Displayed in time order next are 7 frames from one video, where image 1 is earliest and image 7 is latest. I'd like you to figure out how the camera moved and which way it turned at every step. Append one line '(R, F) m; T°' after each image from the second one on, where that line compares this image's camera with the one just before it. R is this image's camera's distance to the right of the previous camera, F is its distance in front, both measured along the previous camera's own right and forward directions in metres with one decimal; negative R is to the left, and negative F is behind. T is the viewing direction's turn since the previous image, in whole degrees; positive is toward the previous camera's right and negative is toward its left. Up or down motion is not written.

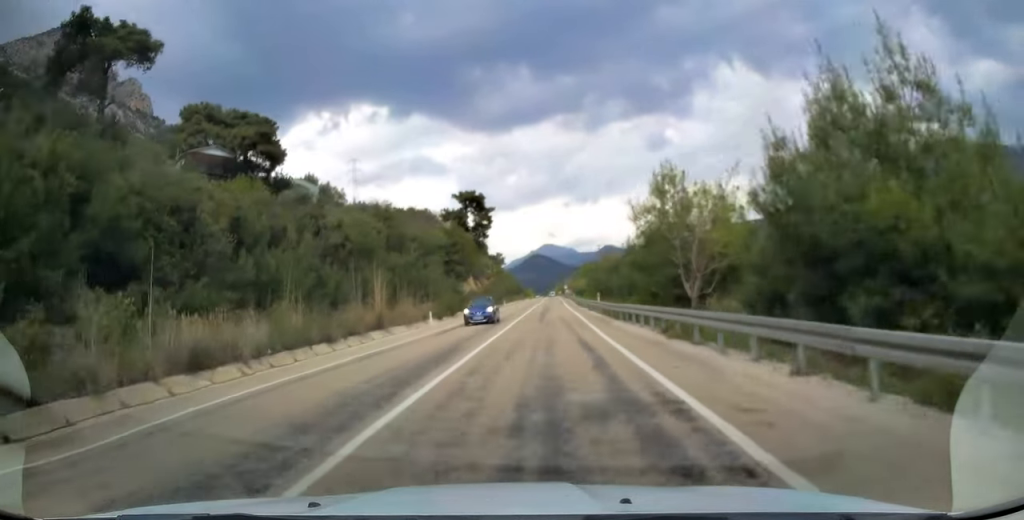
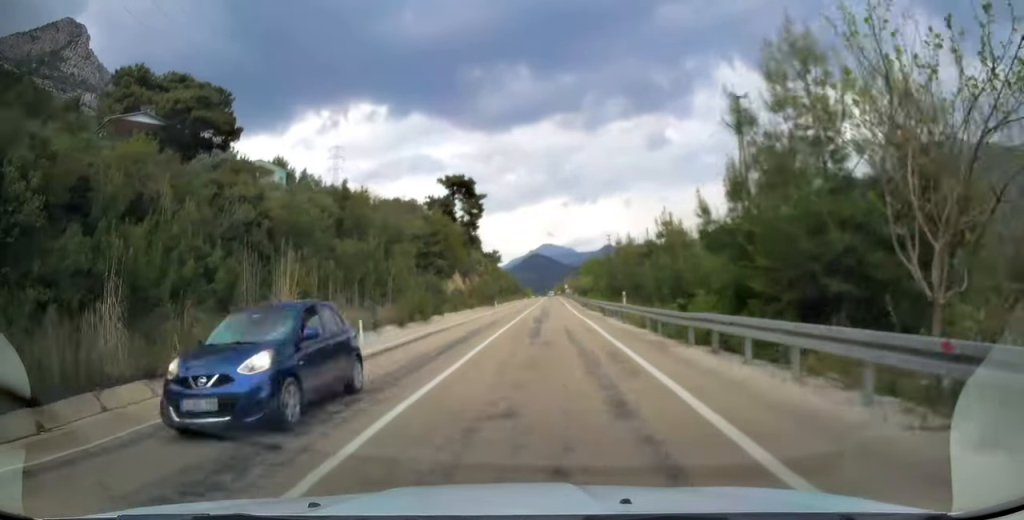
(+0.1, +14.2) m; 0°
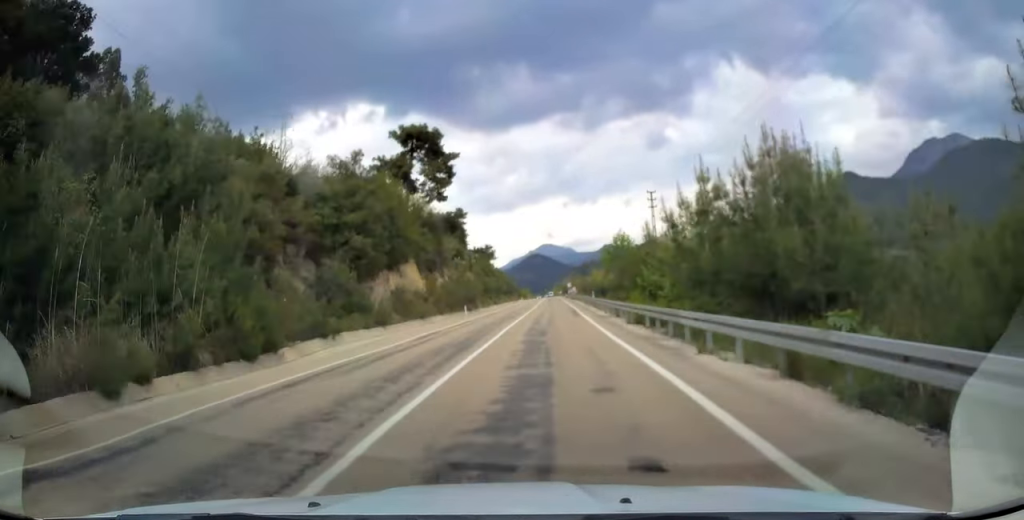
(-0.1, +30.0) m; 0°
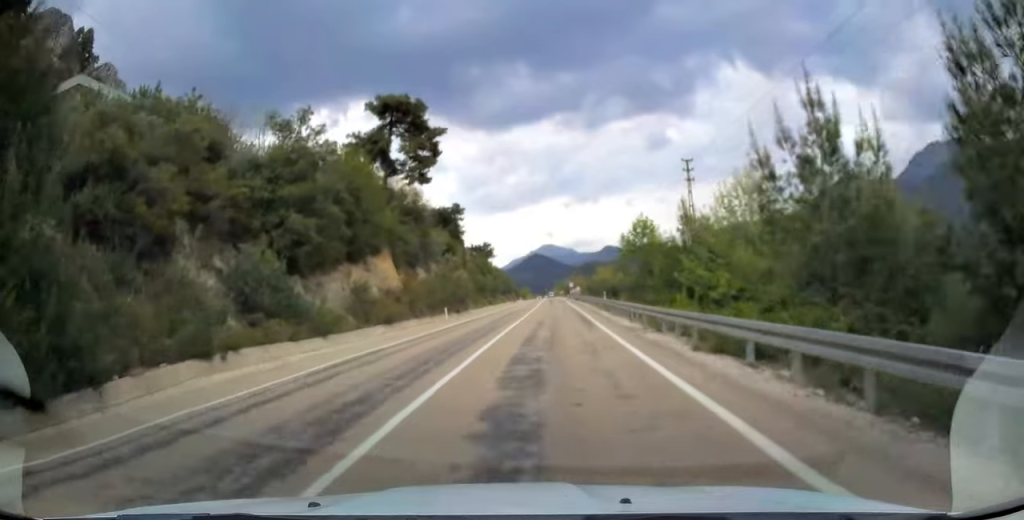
(+0.1, +10.5) m; 0°
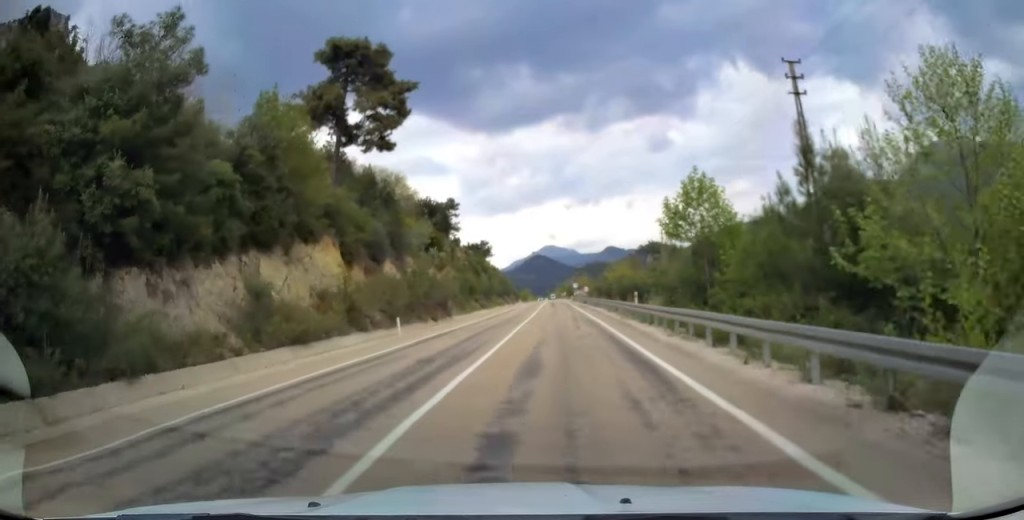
(0.0, +14.3) m; 0°
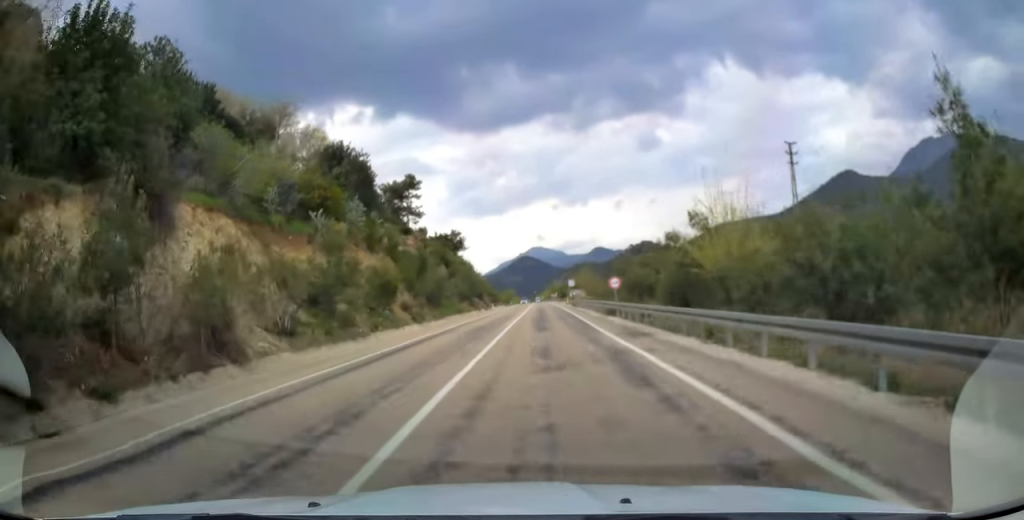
(+0.1, +39.7) m; +1°
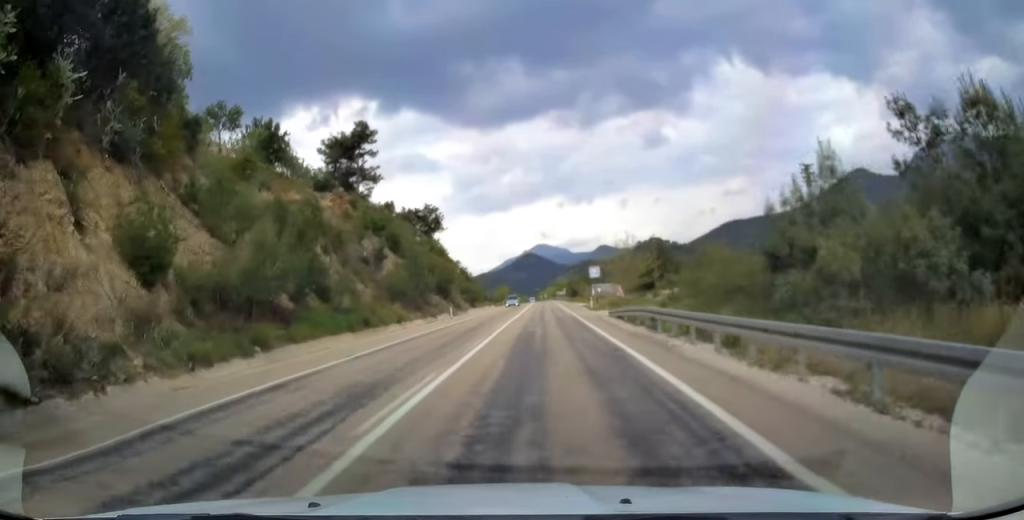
(0.0, +42.9) m; 0°
